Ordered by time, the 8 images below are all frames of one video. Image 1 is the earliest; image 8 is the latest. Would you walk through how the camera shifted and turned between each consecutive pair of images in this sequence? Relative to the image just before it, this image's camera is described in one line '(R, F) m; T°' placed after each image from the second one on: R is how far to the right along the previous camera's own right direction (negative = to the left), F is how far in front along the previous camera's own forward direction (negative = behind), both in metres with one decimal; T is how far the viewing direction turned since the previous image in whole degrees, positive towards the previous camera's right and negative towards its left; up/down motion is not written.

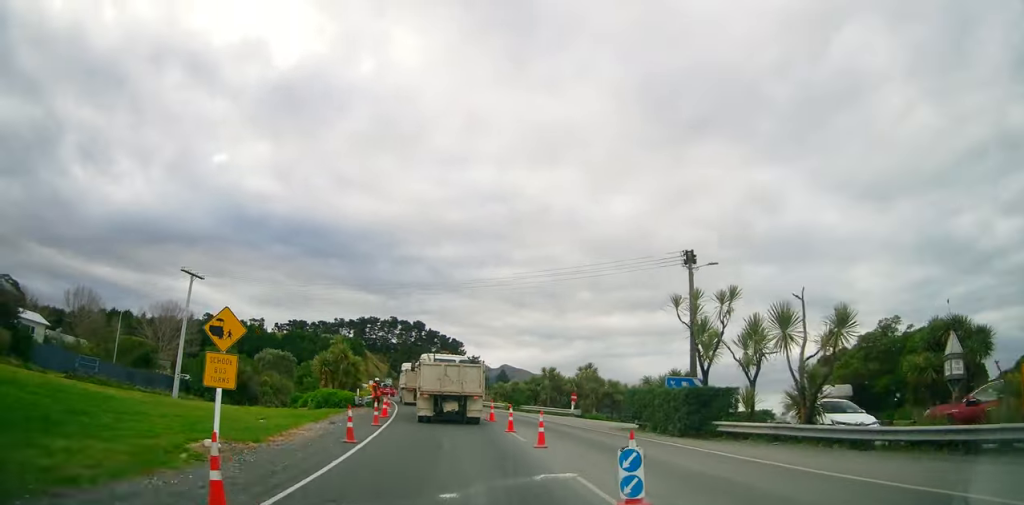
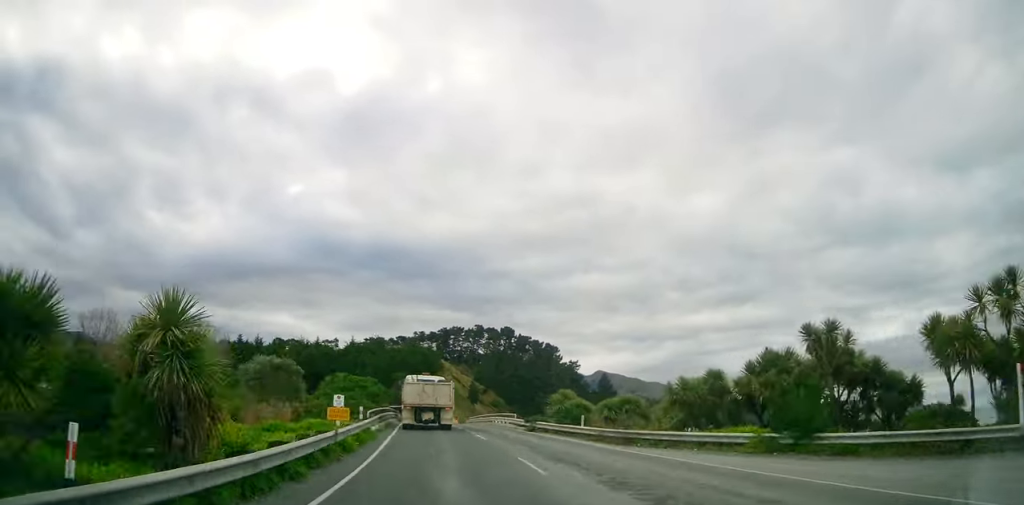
(-3.6, +40.4) m; -9°
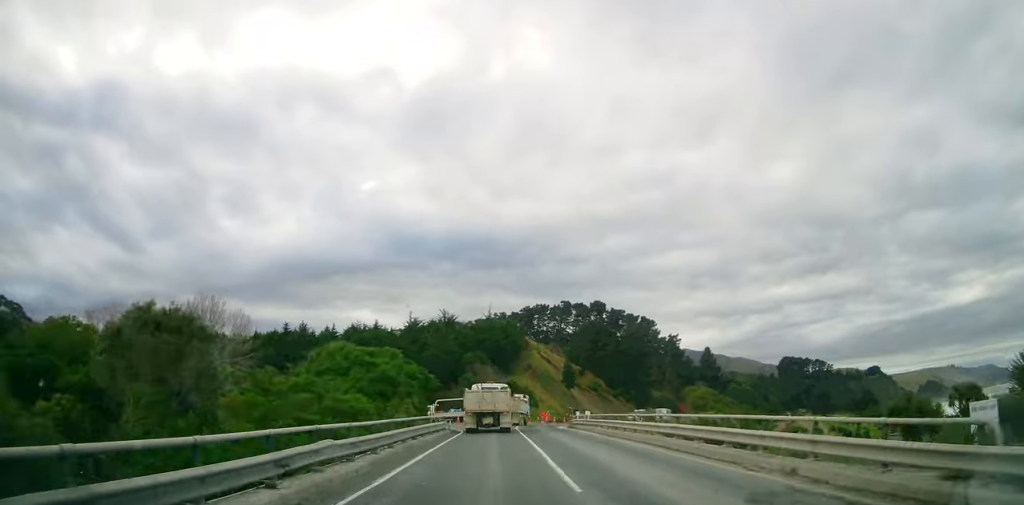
(-0.9, +33.2) m; -2°
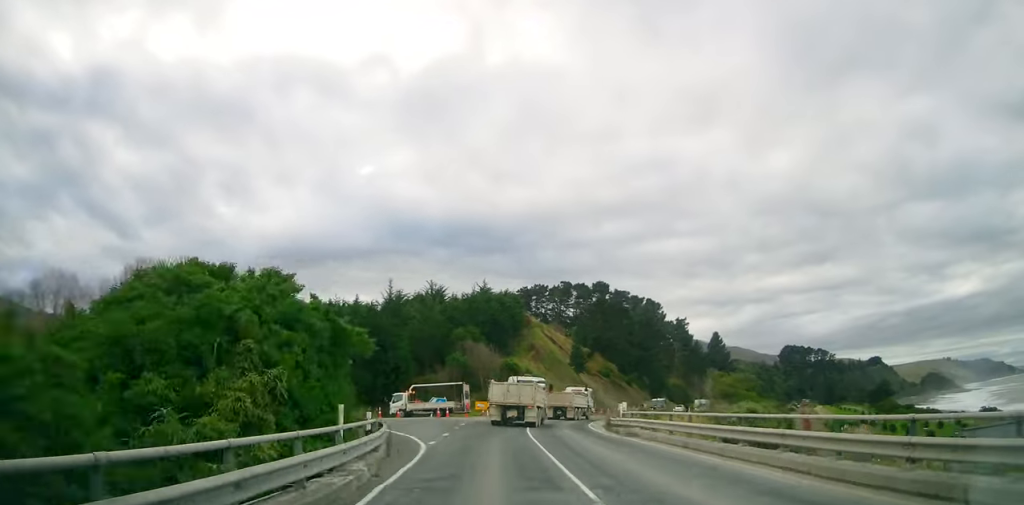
(-0.1, +17.2) m; +2°
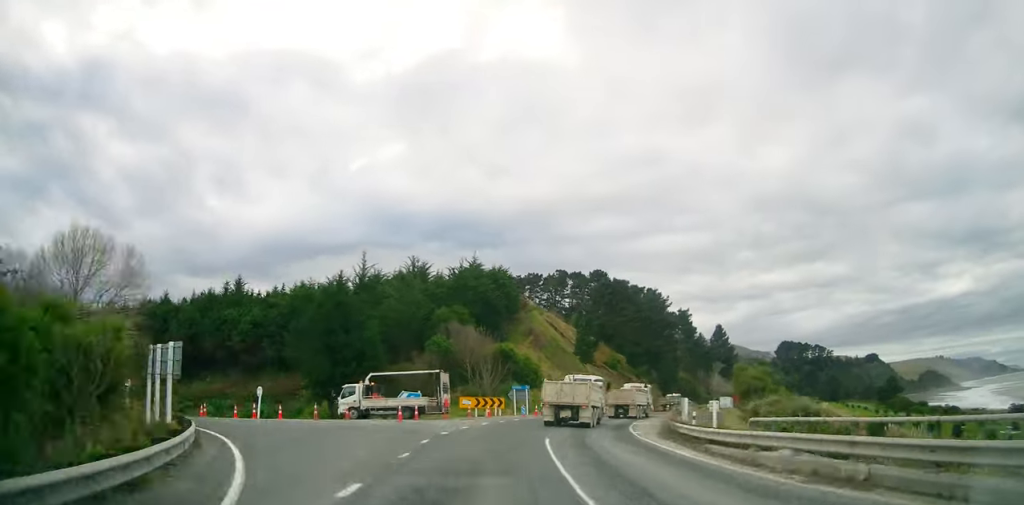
(-0.8, +13.4) m; +3°
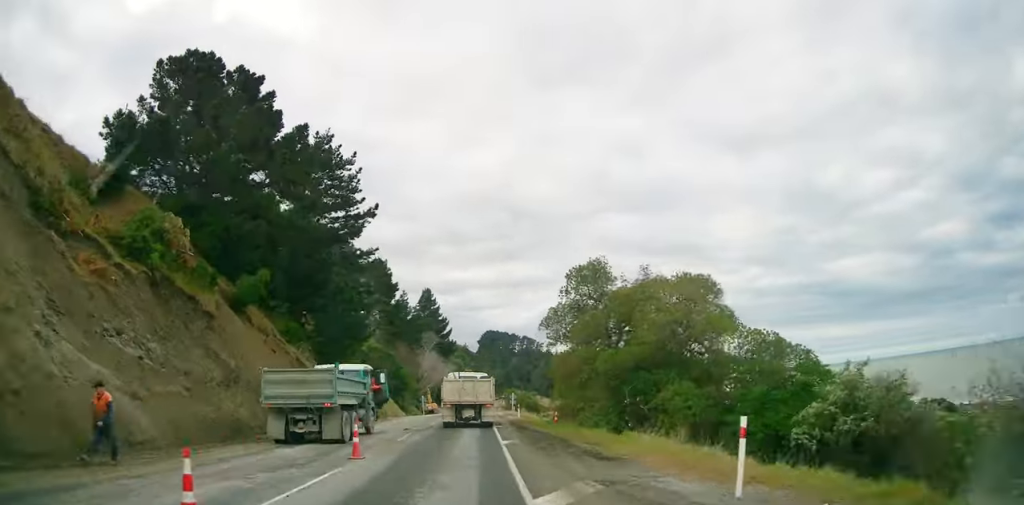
(+21.7, +71.4) m; +24°
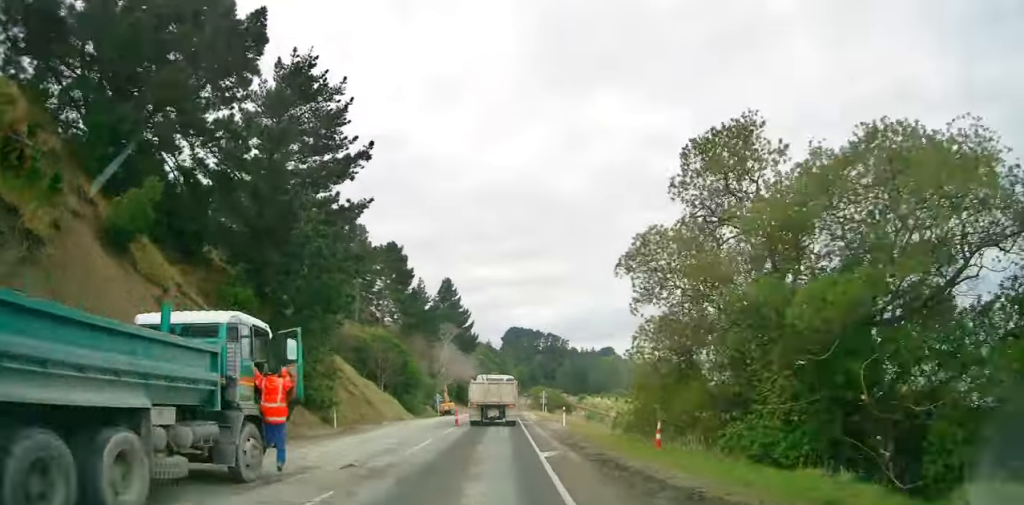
(-0.9, +16.8) m; -1°
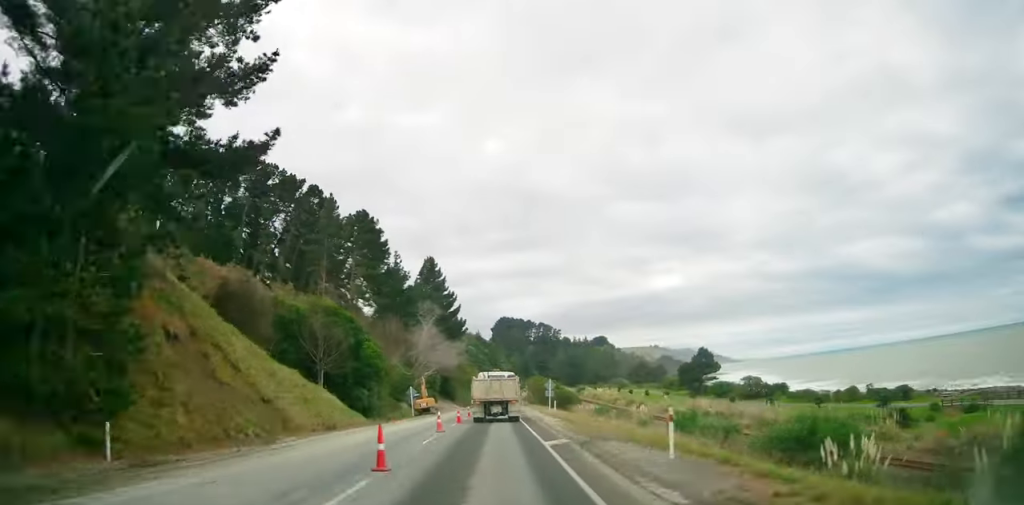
(-0.3, +19.7) m; -1°
